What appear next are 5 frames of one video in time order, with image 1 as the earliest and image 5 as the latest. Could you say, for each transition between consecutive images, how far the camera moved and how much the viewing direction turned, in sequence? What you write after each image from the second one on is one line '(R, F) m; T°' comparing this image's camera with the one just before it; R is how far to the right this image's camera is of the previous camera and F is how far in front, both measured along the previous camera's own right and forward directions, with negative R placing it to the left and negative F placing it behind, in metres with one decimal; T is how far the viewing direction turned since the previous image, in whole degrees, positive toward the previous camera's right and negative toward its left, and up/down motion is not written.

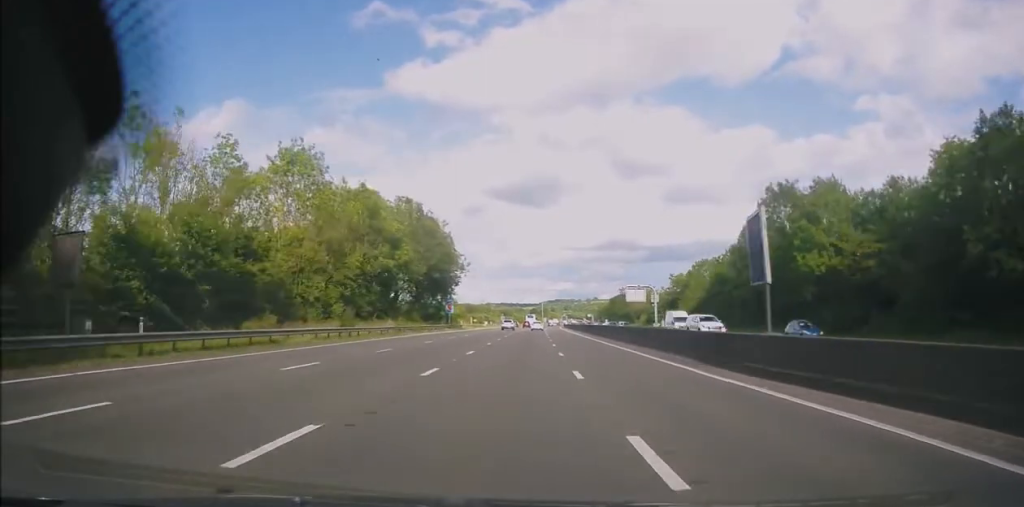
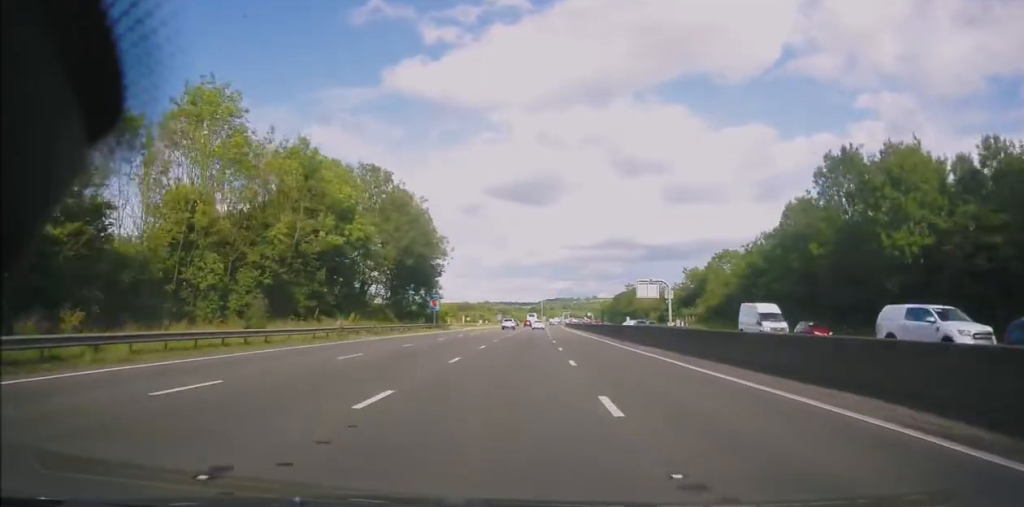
(0.0, +14.6) m; 0°
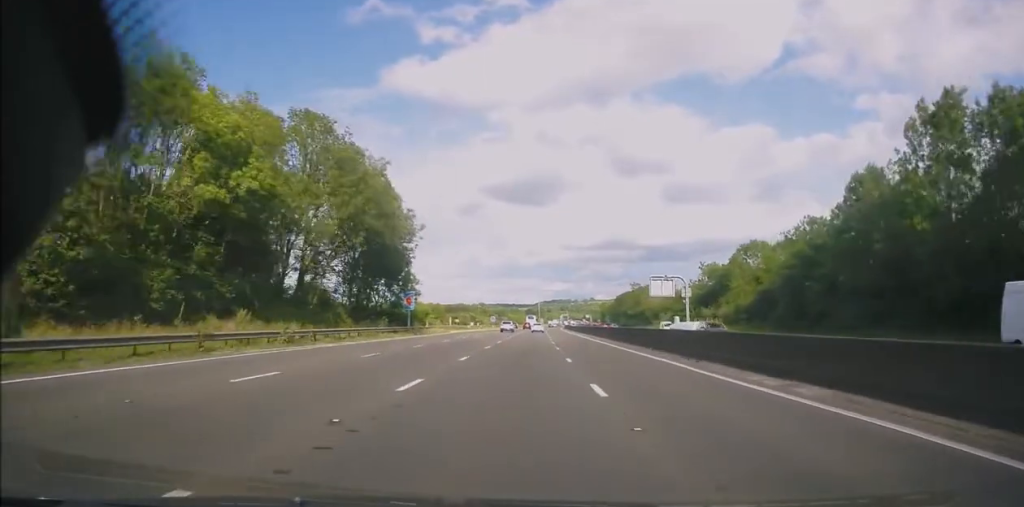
(0.0, +15.7) m; 0°
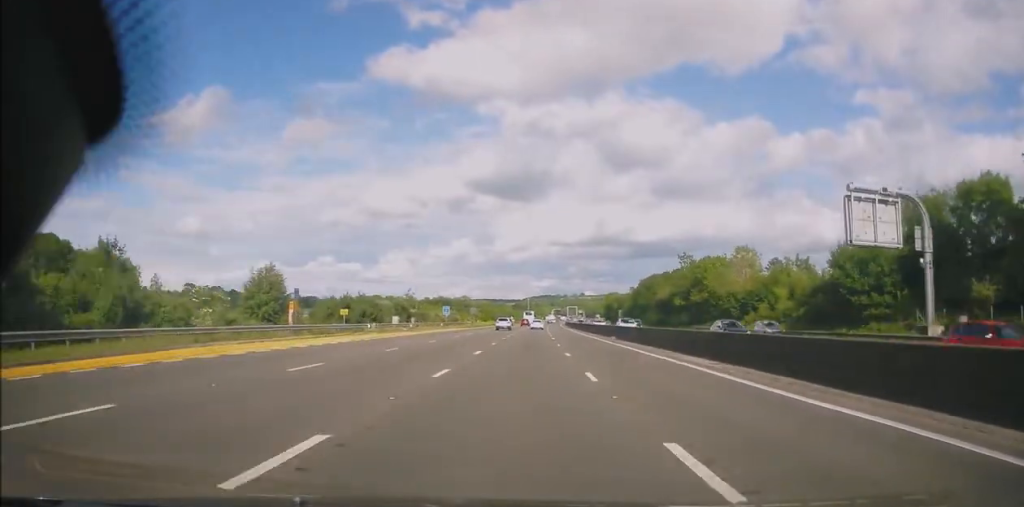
(+0.4, +69.4) m; +1°
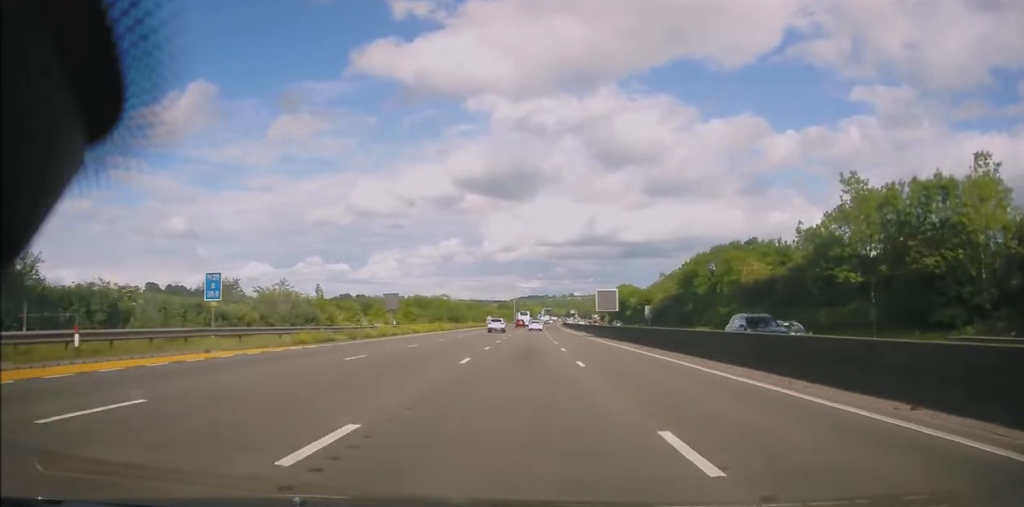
(+0.3, +63.2) m; +1°
